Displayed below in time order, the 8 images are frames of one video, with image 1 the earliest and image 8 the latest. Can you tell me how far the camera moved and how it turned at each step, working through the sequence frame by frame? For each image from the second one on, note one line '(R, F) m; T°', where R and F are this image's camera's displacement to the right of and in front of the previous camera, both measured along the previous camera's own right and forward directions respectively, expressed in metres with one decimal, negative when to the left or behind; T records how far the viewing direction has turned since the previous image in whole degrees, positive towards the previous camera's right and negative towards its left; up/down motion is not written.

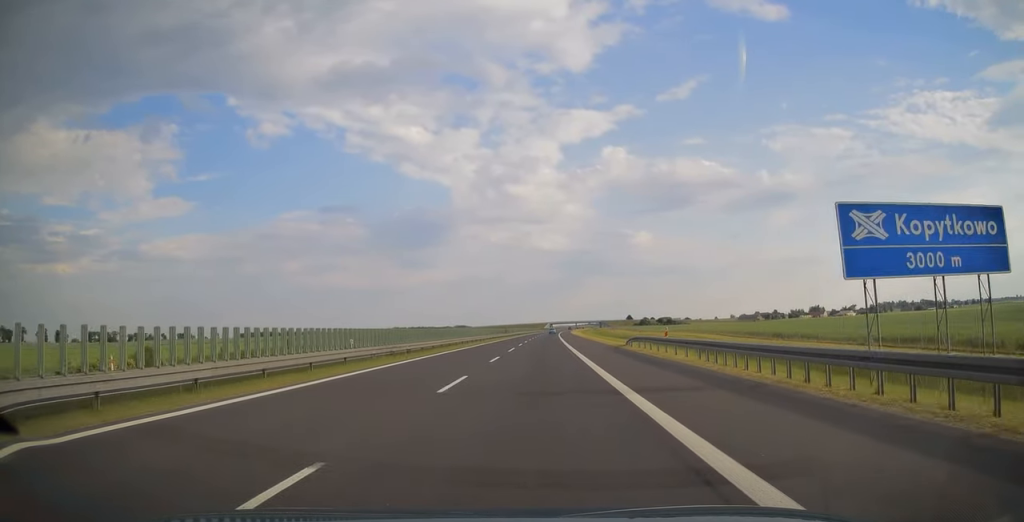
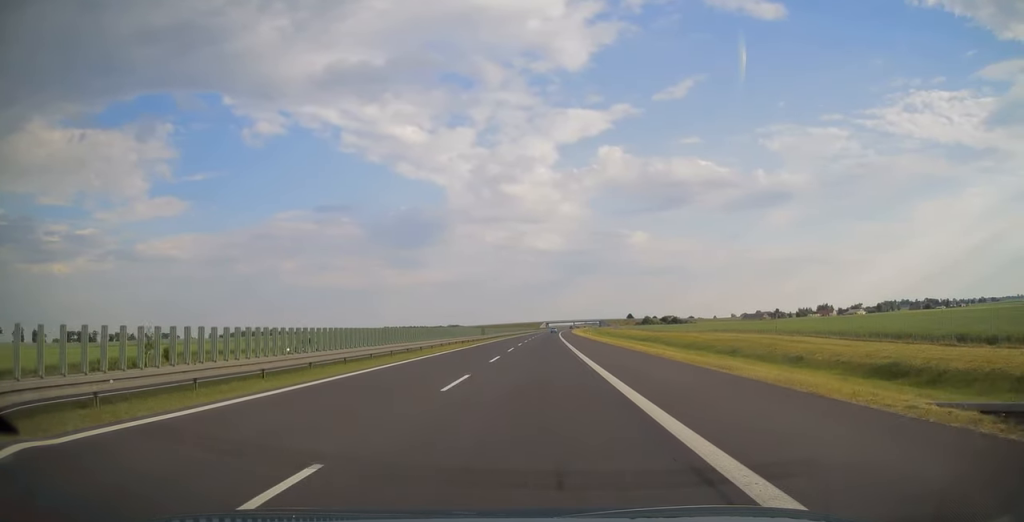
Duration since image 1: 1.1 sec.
(+0.2, +35.9) m; +1°
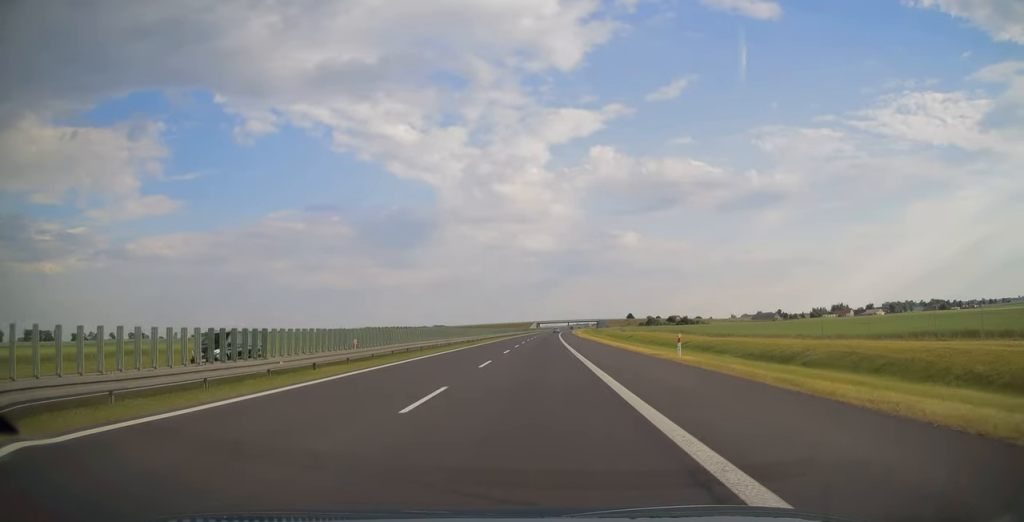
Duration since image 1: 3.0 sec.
(+0.4, +63.4) m; +1°
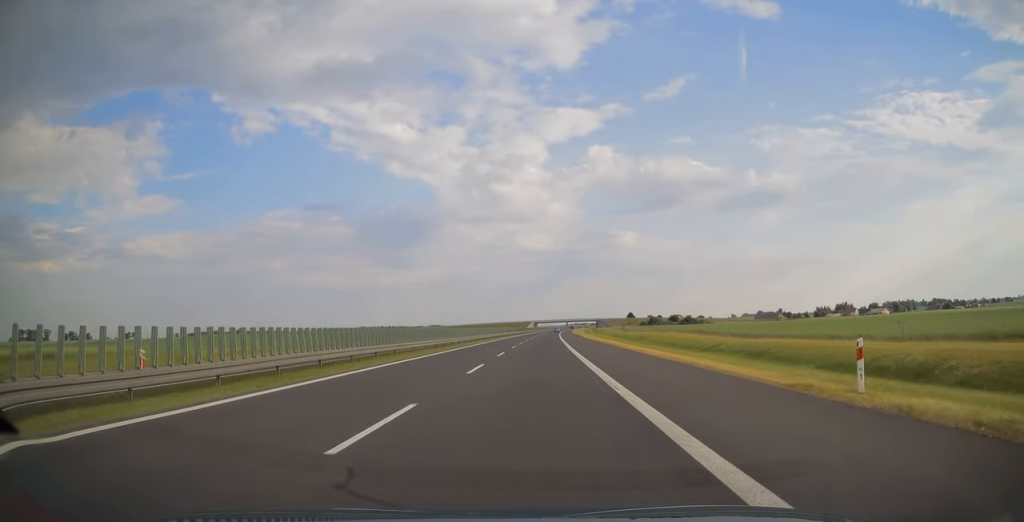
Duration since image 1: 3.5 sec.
(0.0, +15.3) m; 0°
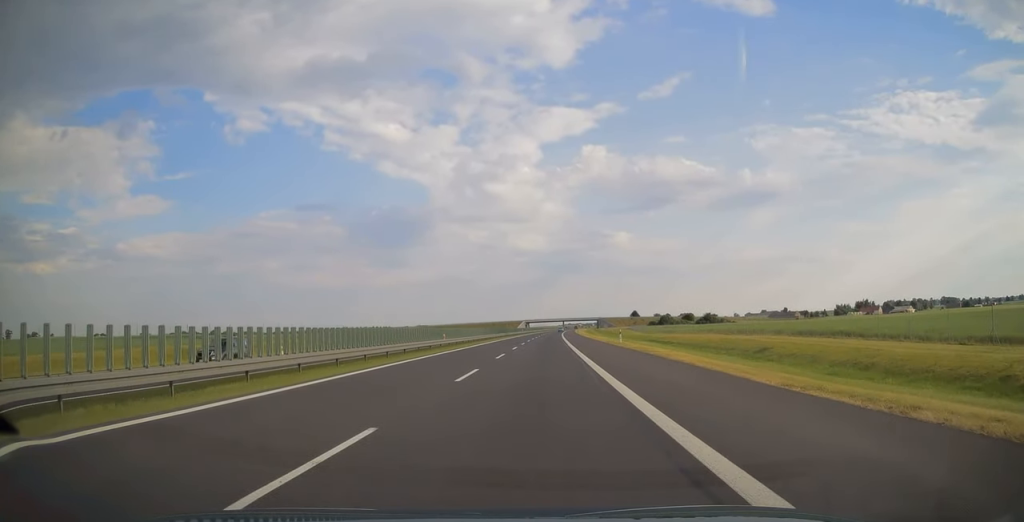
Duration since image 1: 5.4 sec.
(+0.5, +62.2) m; +1°
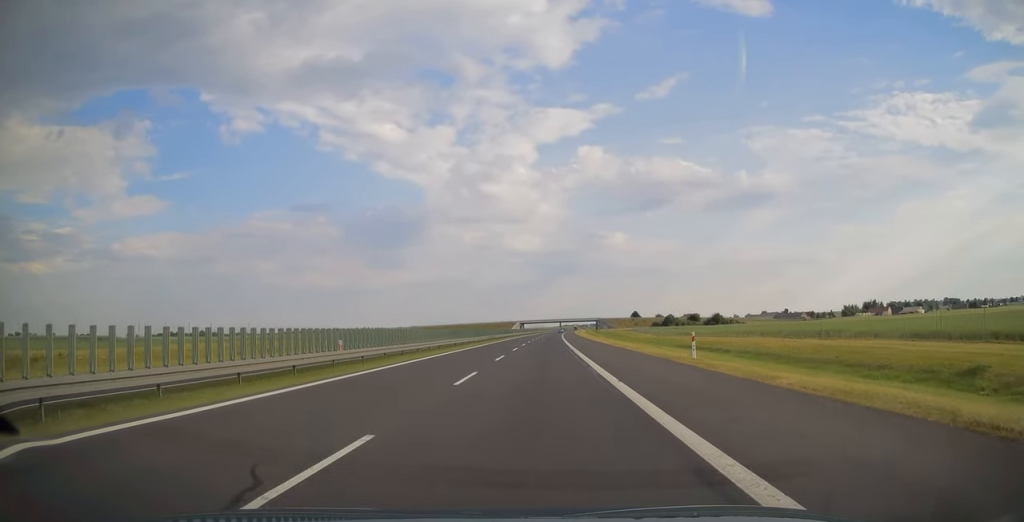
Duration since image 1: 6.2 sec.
(0.0, +24.5) m; 0°
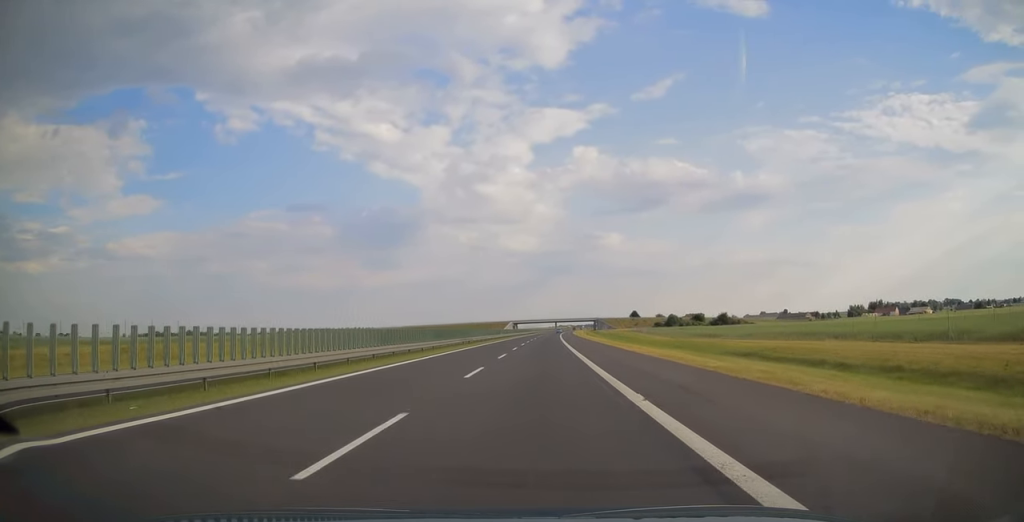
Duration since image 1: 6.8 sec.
(0.0, +21.7) m; 0°
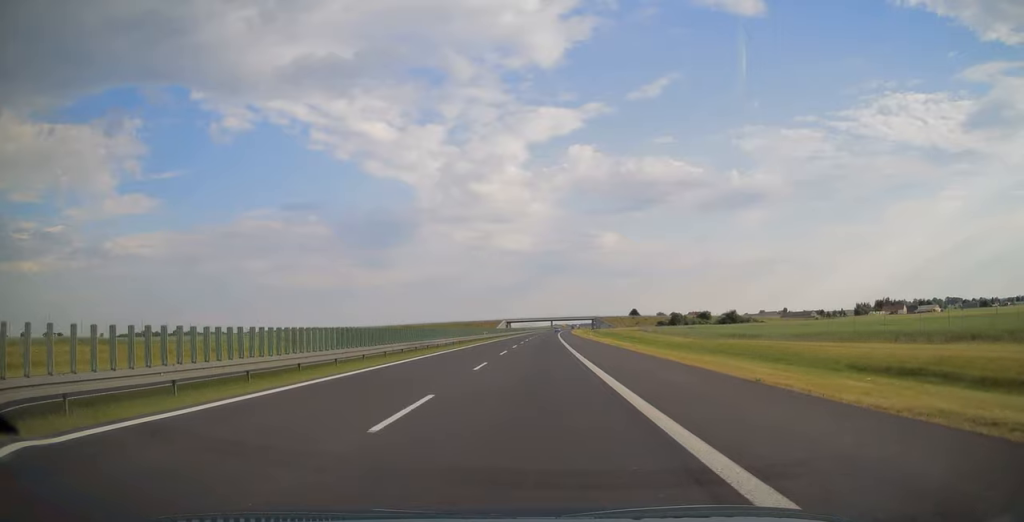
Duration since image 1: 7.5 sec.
(0.0, +21.2) m; 0°
